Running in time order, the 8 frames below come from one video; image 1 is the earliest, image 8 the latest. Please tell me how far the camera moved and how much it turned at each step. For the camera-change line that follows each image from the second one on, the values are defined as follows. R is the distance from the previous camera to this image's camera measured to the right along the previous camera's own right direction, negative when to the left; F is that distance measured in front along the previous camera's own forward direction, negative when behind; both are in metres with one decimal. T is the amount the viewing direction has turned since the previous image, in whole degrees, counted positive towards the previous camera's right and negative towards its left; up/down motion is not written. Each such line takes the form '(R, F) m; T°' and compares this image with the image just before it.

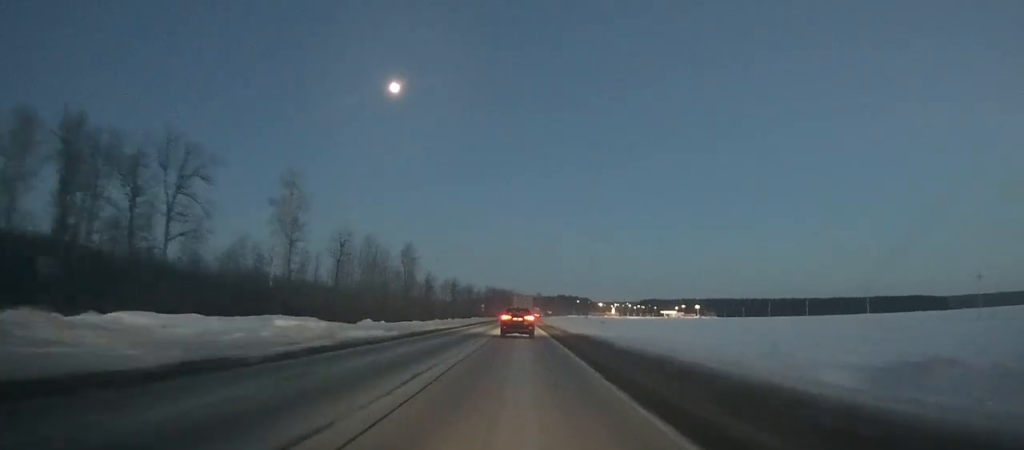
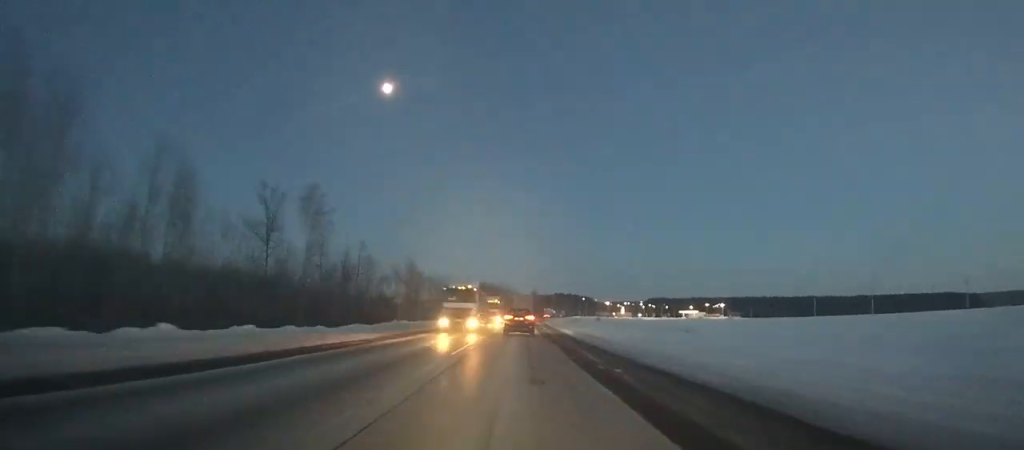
(-0.8, +86.7) m; 0°
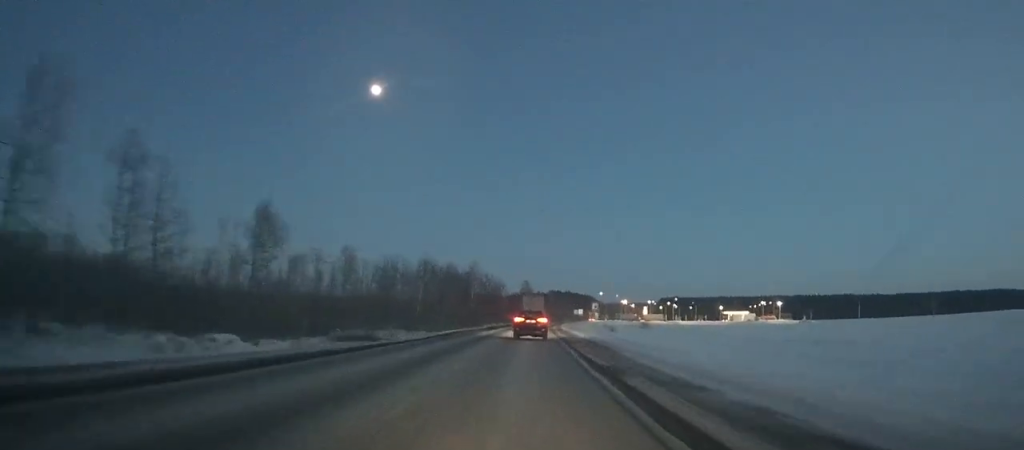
(+1.7, +125.2) m; +2°
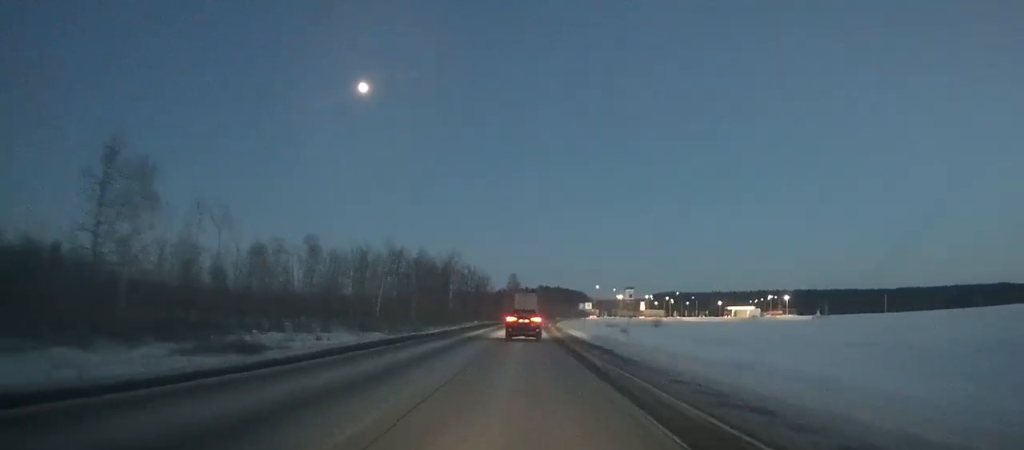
(+0.1, +26.0) m; +1°
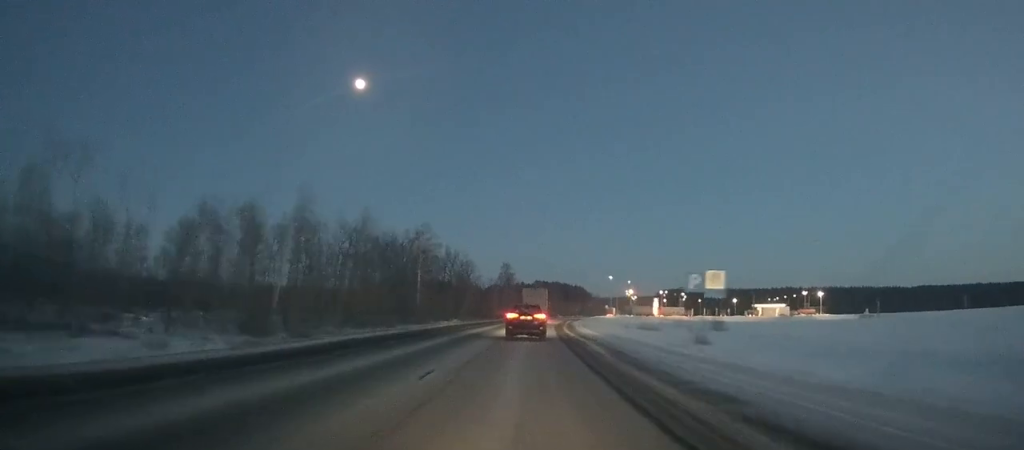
(+0.4, +42.7) m; +1°
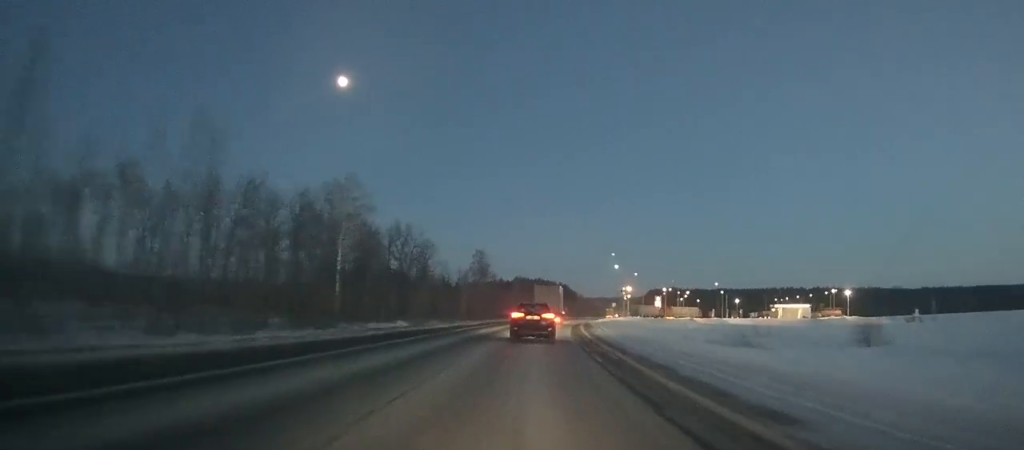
(+0.4, +40.9) m; +2°
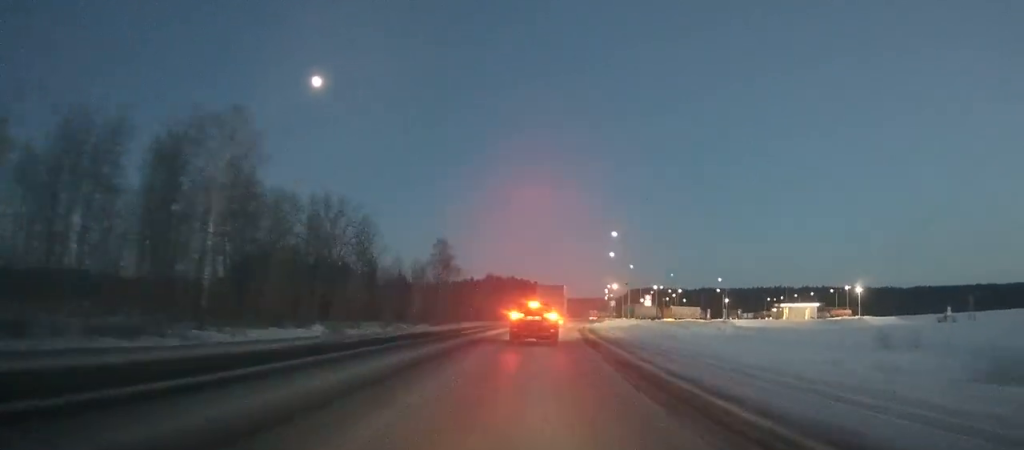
(+0.4, +26.2) m; +2°
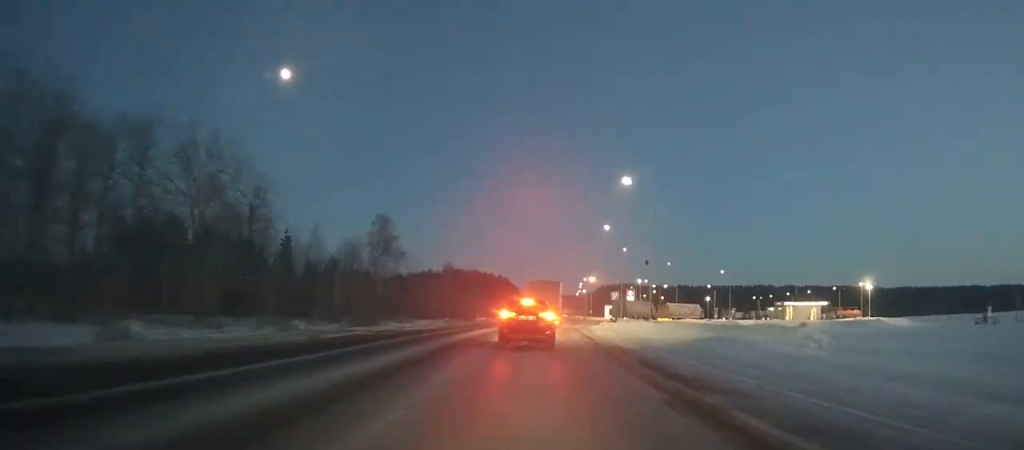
(+0.4, +26.1) m; +2°
